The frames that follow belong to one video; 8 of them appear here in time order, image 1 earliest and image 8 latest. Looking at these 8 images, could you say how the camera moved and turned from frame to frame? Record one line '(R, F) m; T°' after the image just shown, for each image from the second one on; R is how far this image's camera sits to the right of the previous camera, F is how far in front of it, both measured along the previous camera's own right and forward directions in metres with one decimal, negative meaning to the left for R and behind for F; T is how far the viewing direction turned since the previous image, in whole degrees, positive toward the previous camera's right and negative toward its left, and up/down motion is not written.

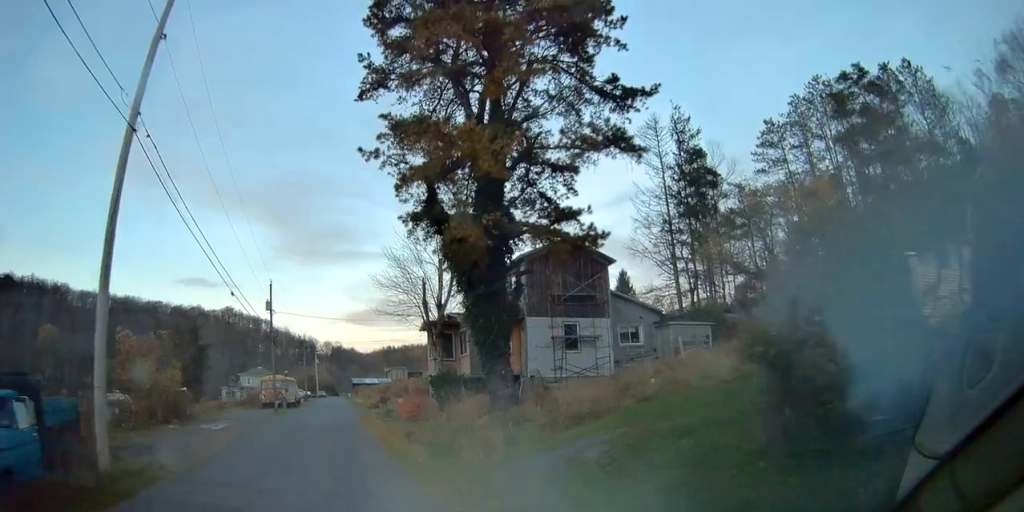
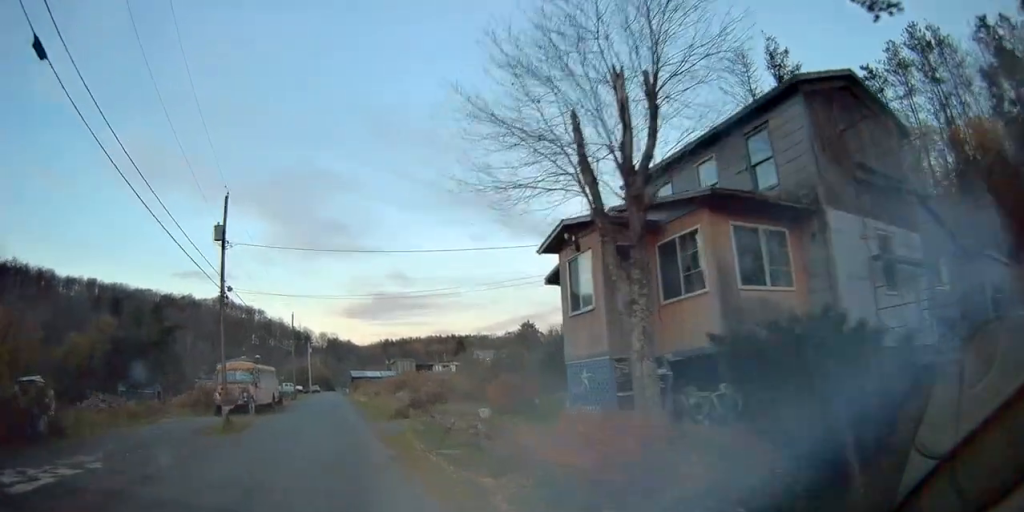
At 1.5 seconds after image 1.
(+0.1, +18.0) m; 0°
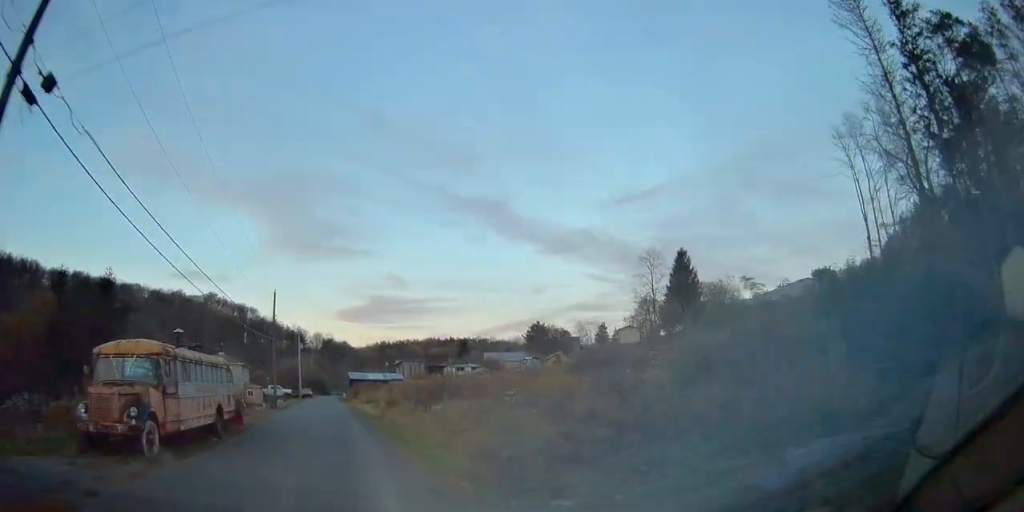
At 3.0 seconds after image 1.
(-0.2, +16.7) m; -1°
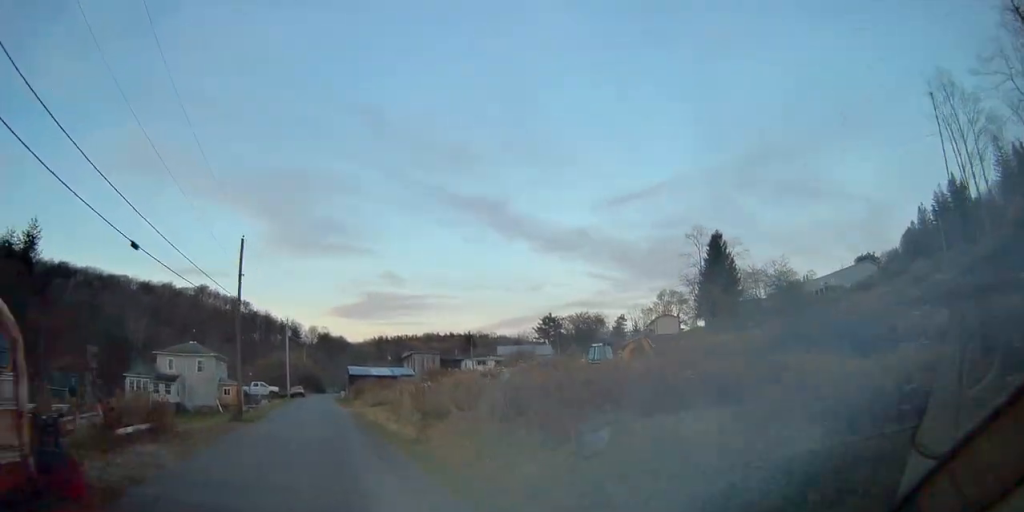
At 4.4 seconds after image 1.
(+0.1, +16.2) m; 0°
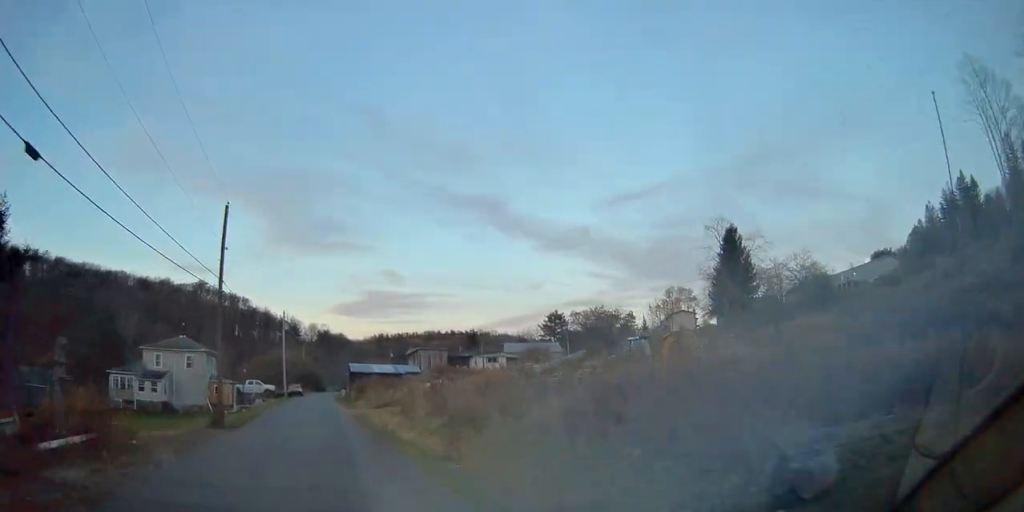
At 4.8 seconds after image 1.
(0.0, +5.3) m; 0°
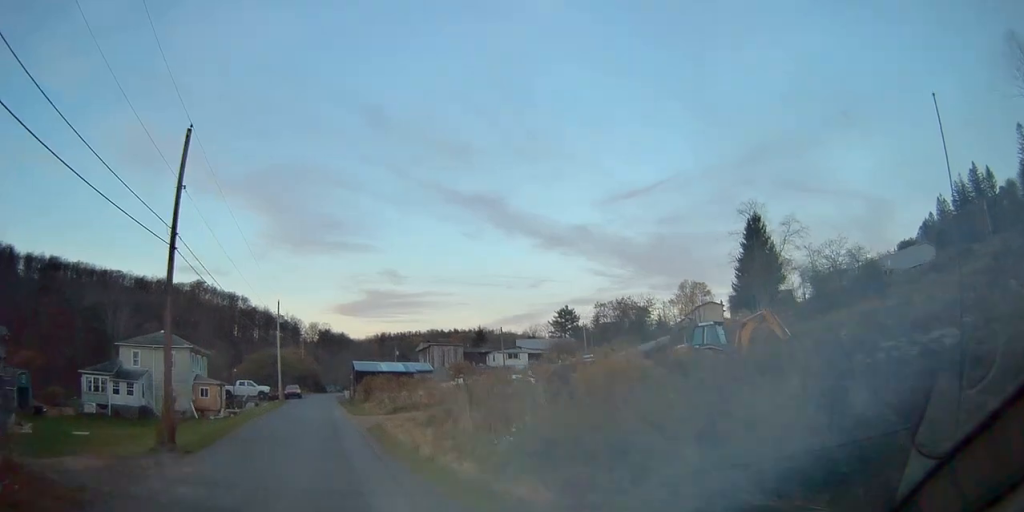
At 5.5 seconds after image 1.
(-0.1, +7.9) m; 0°
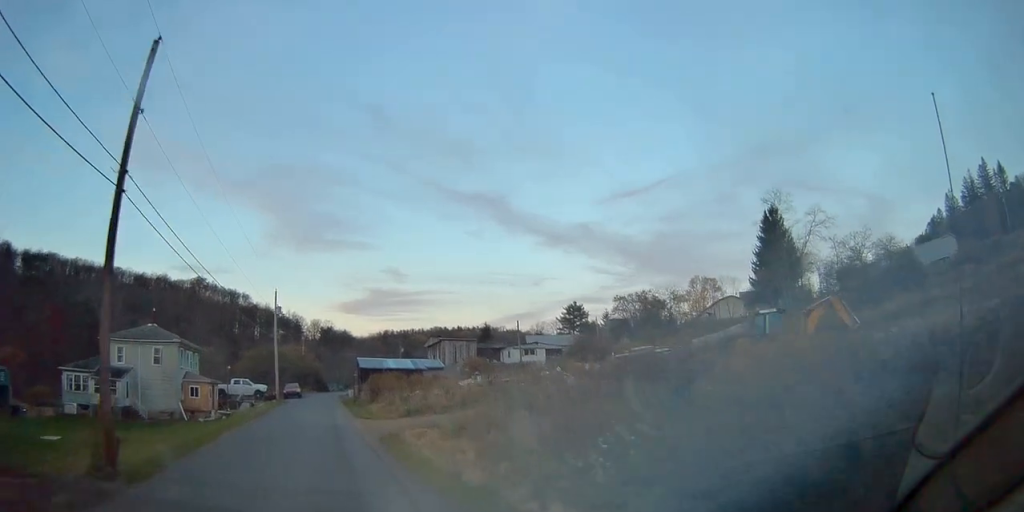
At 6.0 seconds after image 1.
(0.0, +4.9) m; +1°
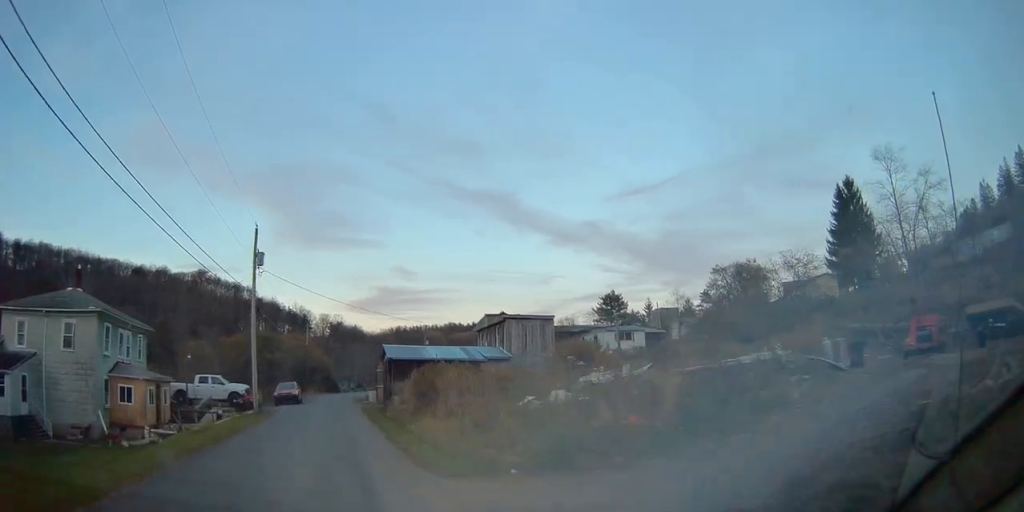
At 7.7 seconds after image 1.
(+0.3, +19.5) m; +1°
